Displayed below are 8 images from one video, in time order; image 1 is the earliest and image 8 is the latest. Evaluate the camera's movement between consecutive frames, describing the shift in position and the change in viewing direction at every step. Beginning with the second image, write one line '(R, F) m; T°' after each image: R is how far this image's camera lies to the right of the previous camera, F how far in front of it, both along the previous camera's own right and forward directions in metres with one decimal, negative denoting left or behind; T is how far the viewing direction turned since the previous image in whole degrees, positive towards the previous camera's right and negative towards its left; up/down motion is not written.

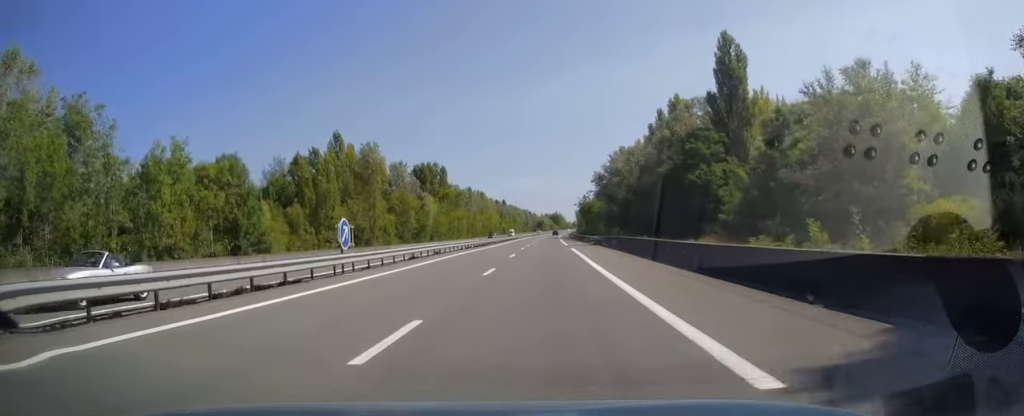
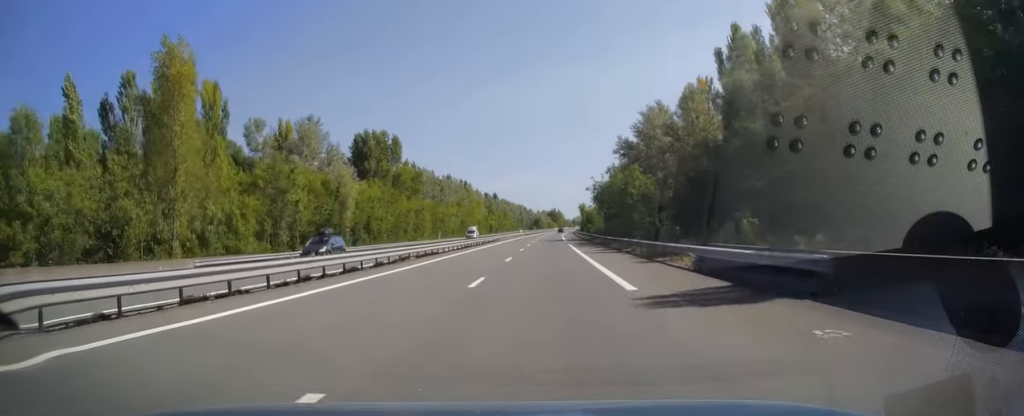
(+0.2, +43.3) m; 0°
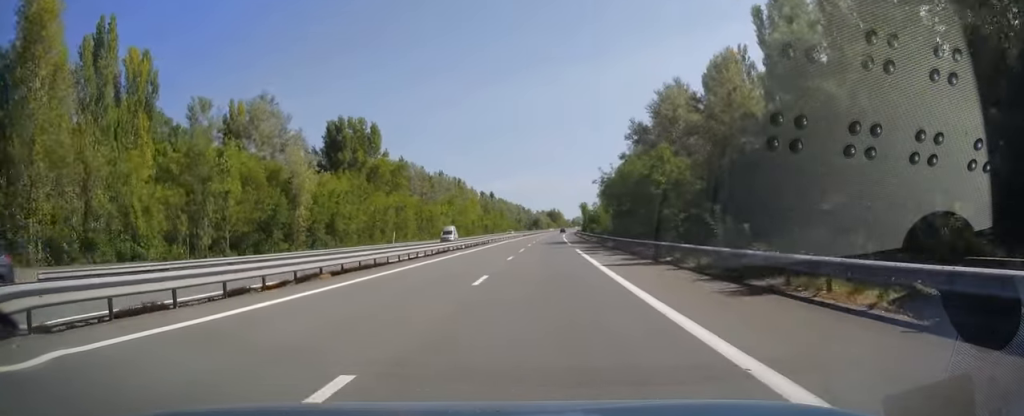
(0.0, +12.3) m; 0°
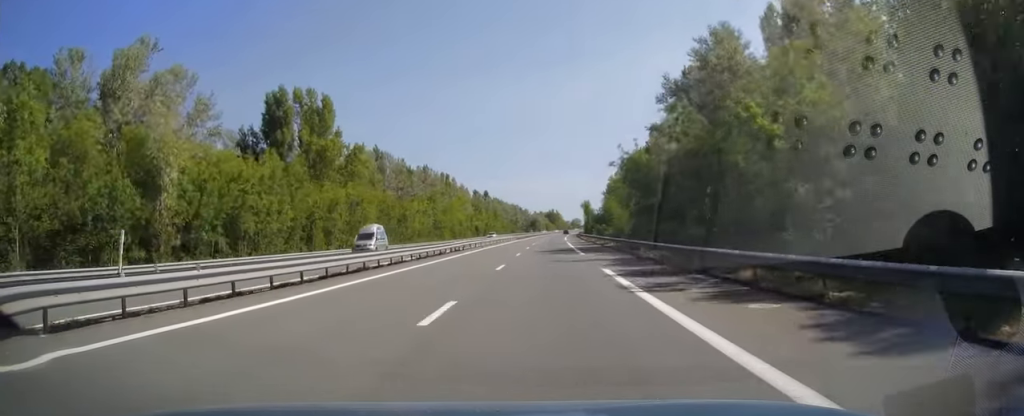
(-0.1, +19.7) m; 0°
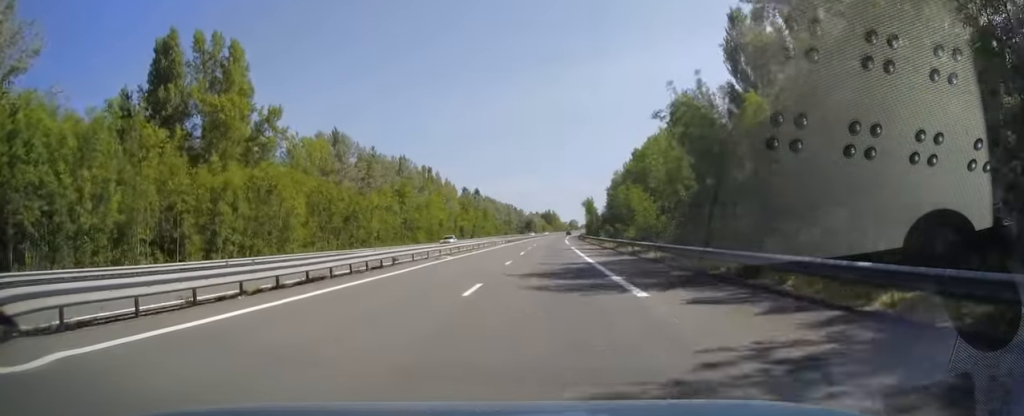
(+0.1, +21.7) m; 0°
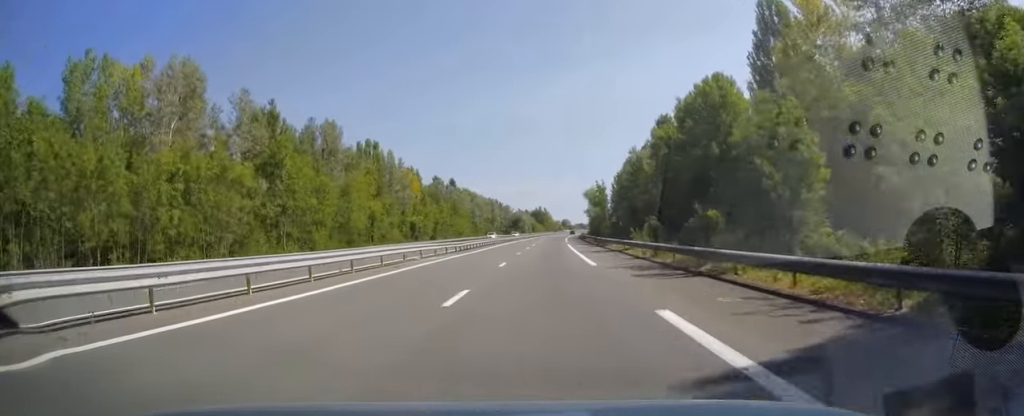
(+0.3, +41.4) m; +1°
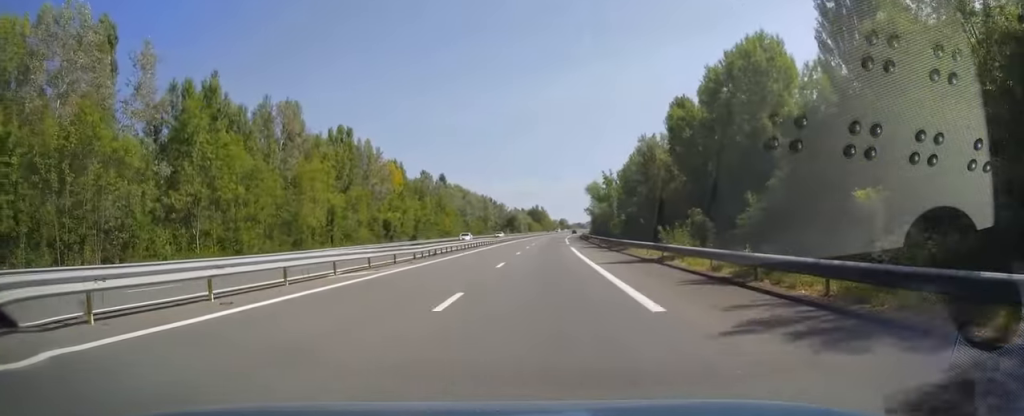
(+0.1, +13.8) m; 0°
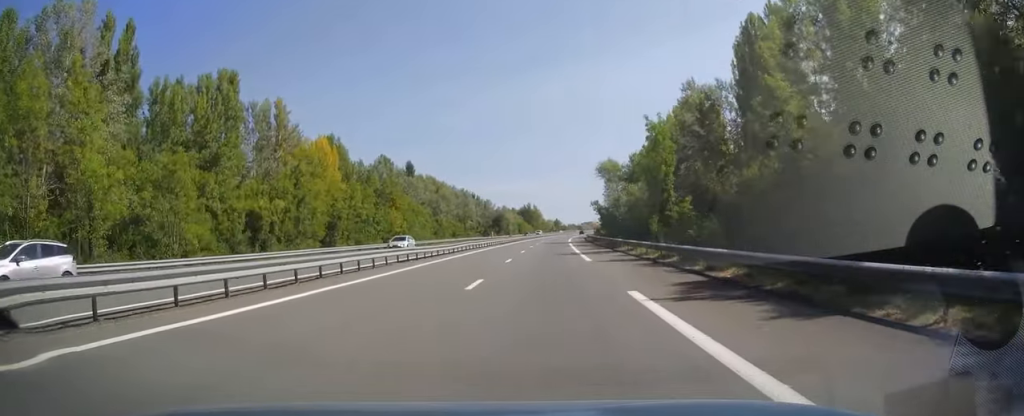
(+0.1, +35.9) m; 0°
